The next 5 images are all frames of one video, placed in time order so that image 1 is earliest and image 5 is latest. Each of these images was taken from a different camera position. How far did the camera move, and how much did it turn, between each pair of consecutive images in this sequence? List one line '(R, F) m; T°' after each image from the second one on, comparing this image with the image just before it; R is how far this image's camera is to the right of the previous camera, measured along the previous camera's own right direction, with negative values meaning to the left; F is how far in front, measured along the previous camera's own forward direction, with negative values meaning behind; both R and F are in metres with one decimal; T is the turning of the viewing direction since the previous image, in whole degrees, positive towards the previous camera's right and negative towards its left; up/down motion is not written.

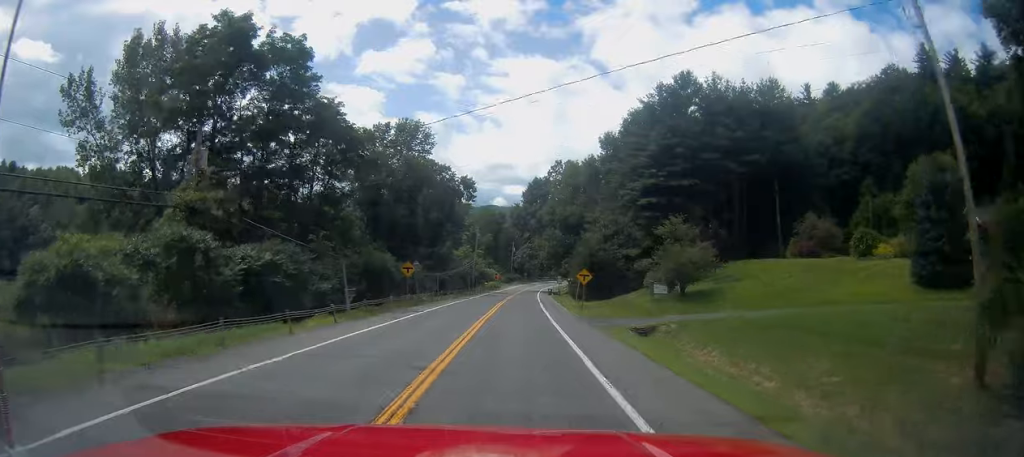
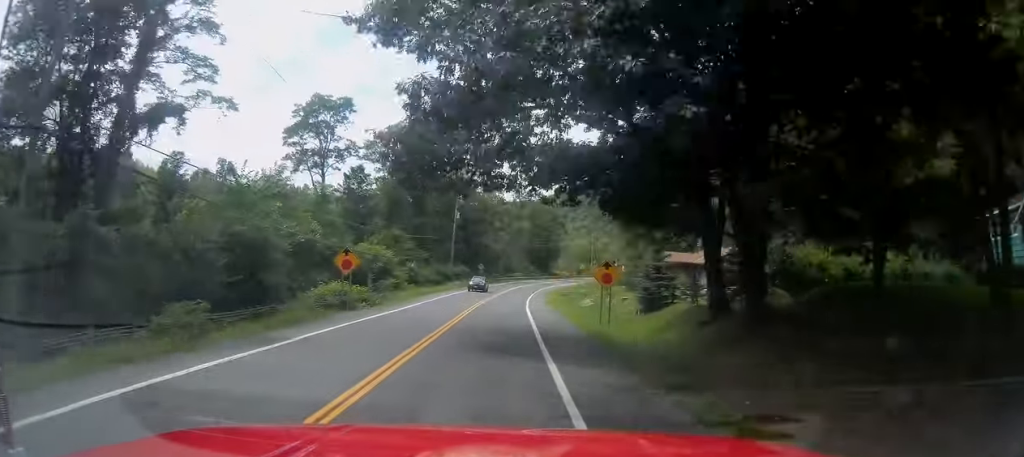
(+3.4, +97.4) m; +3°
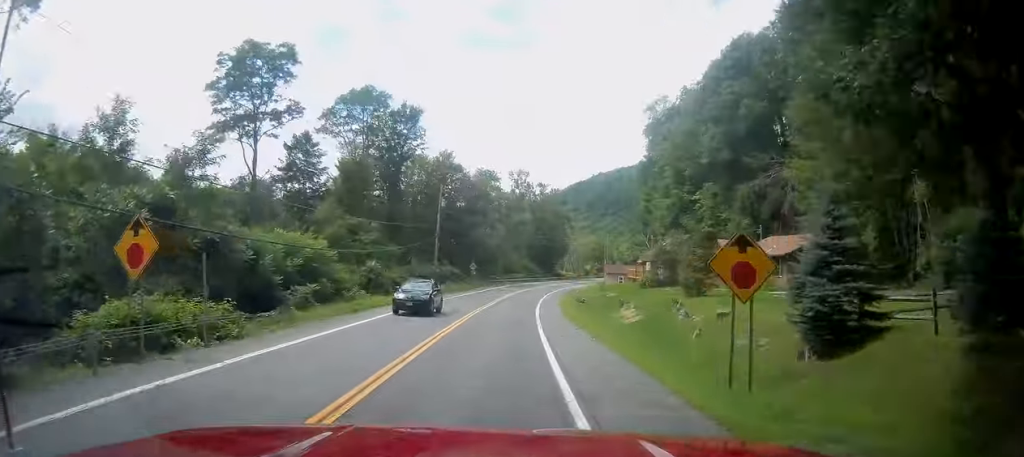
(0.0, +19.2) m; +1°
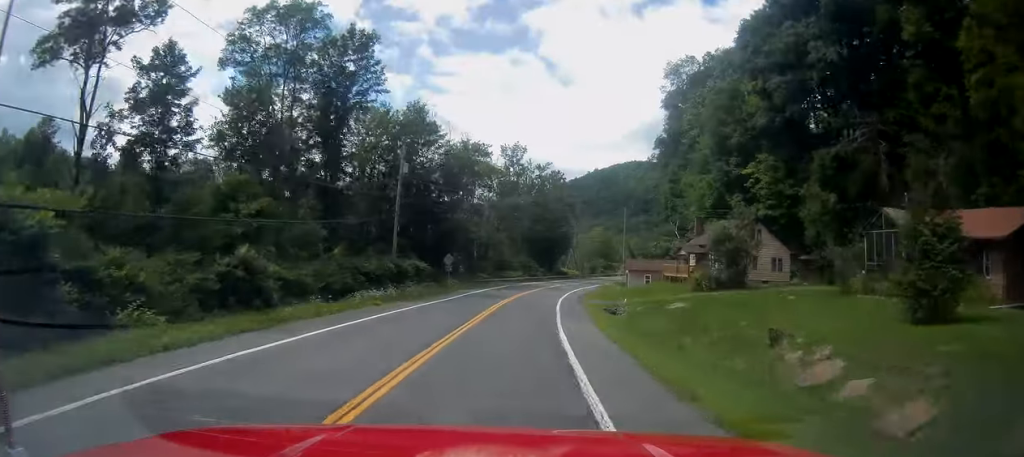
(+0.4, +23.5) m; +2°
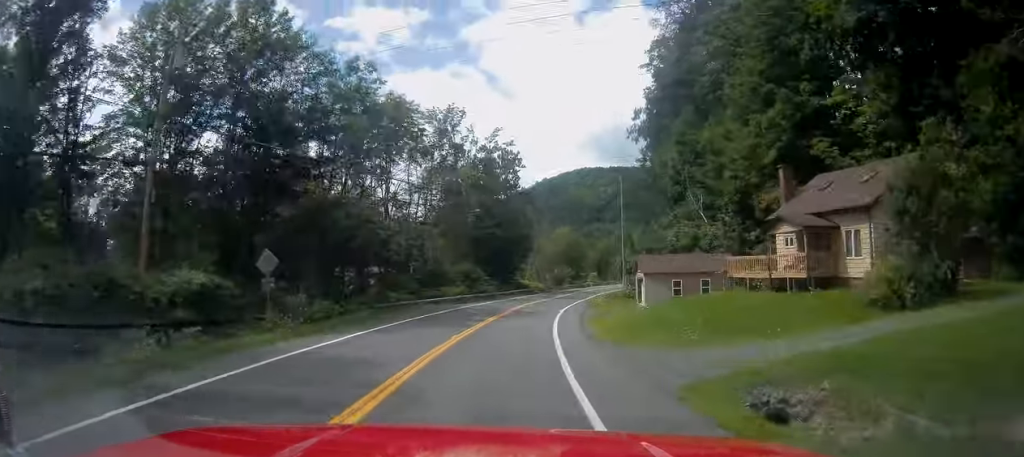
(+0.7, +31.9) m; +3°
